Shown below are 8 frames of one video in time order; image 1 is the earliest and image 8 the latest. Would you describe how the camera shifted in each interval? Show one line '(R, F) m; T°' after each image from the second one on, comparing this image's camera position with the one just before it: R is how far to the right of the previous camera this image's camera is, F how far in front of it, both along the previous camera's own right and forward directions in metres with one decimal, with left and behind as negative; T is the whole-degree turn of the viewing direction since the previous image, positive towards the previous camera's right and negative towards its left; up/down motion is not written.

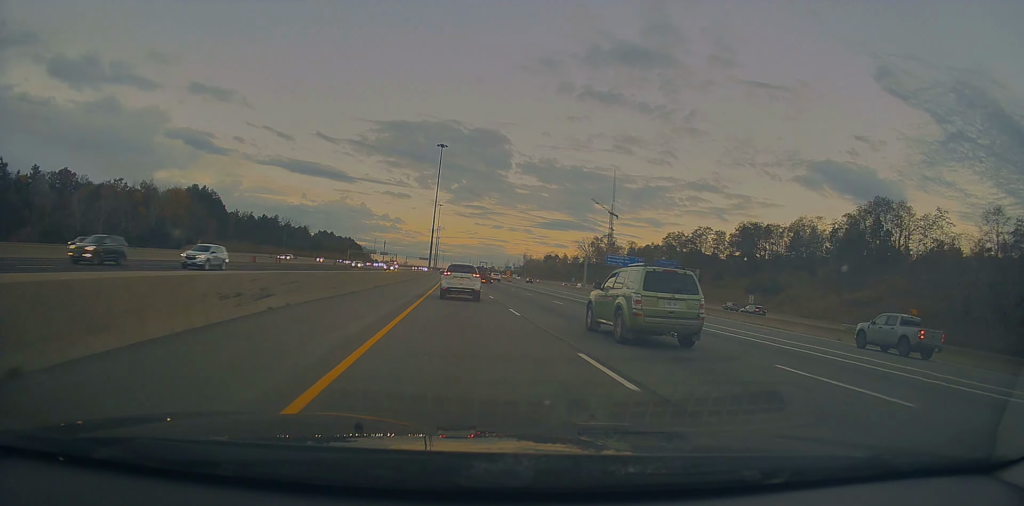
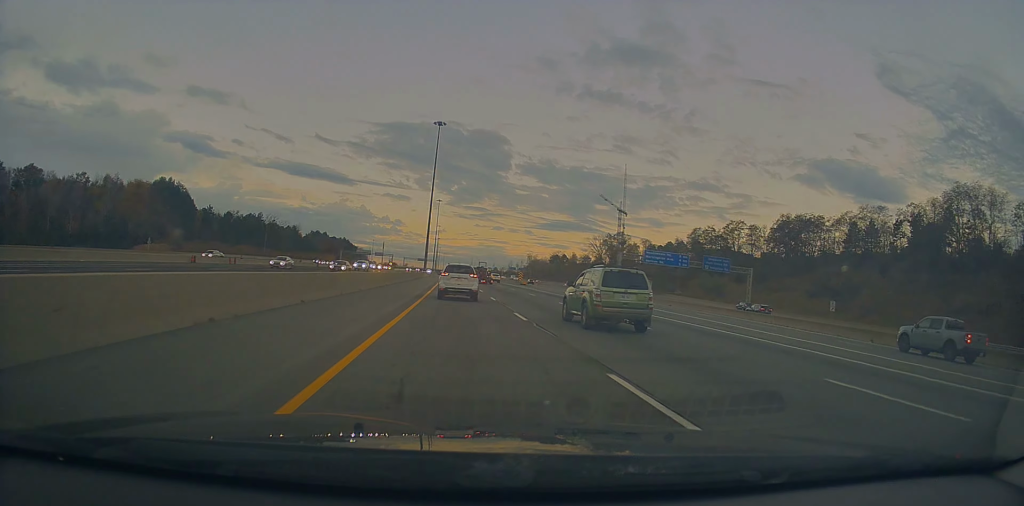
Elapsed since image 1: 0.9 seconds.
(0.0, +26.1) m; 0°
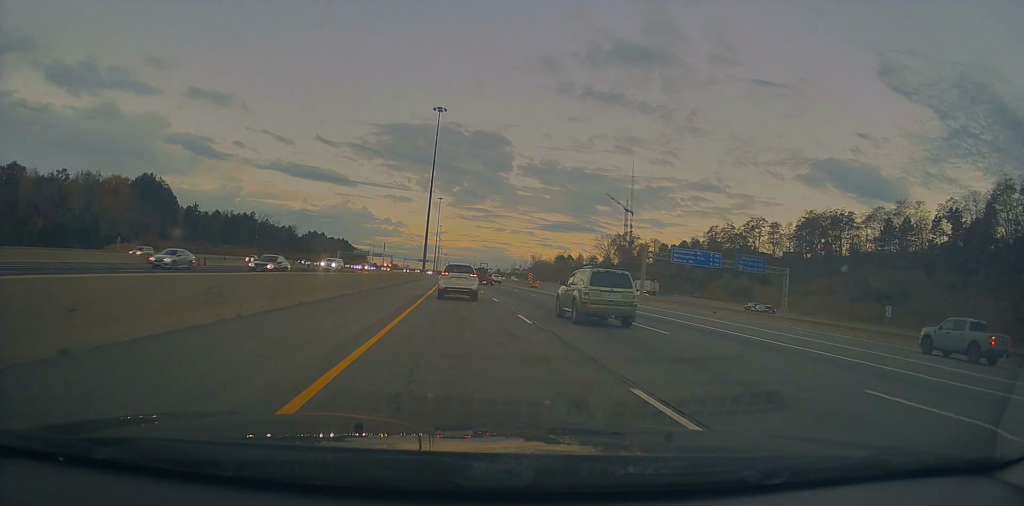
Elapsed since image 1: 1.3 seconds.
(0.0, +13.1) m; 0°
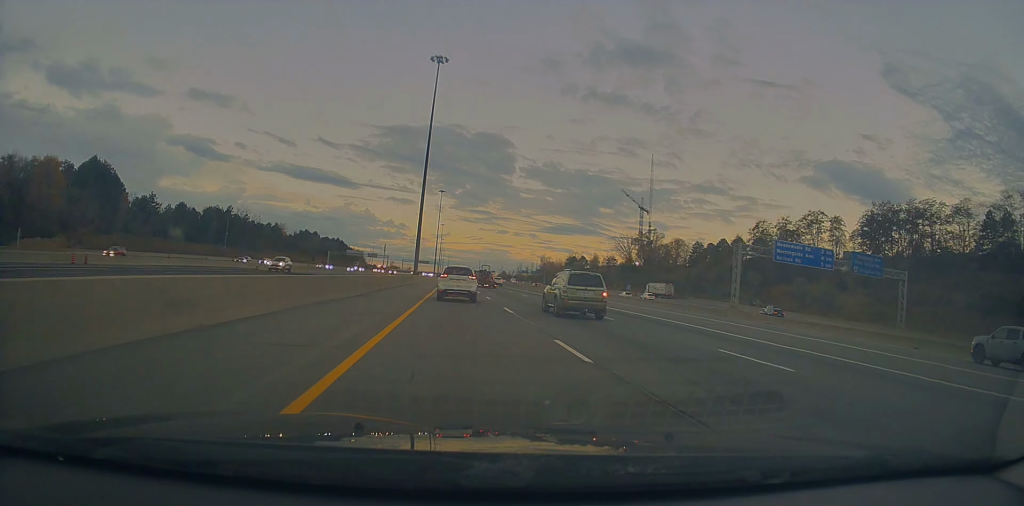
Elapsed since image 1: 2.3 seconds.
(-0.1, +31.1) m; 0°
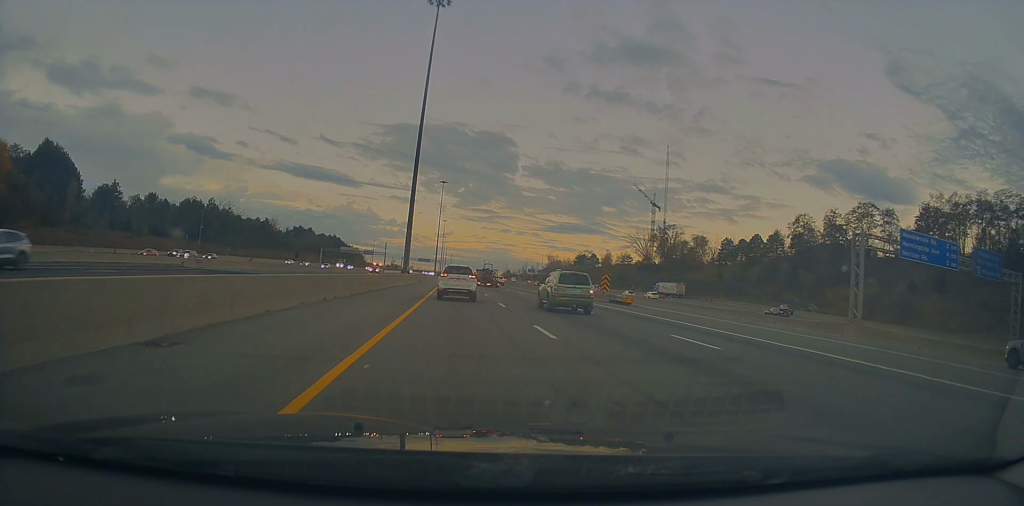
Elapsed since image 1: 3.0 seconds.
(0.0, +21.0) m; 0°
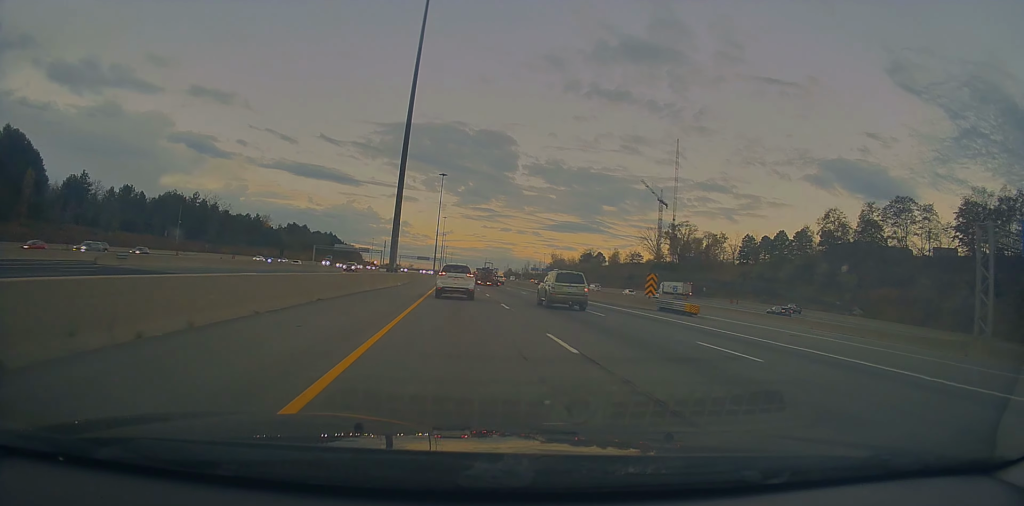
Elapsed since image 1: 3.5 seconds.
(-0.1, +14.0) m; 0°
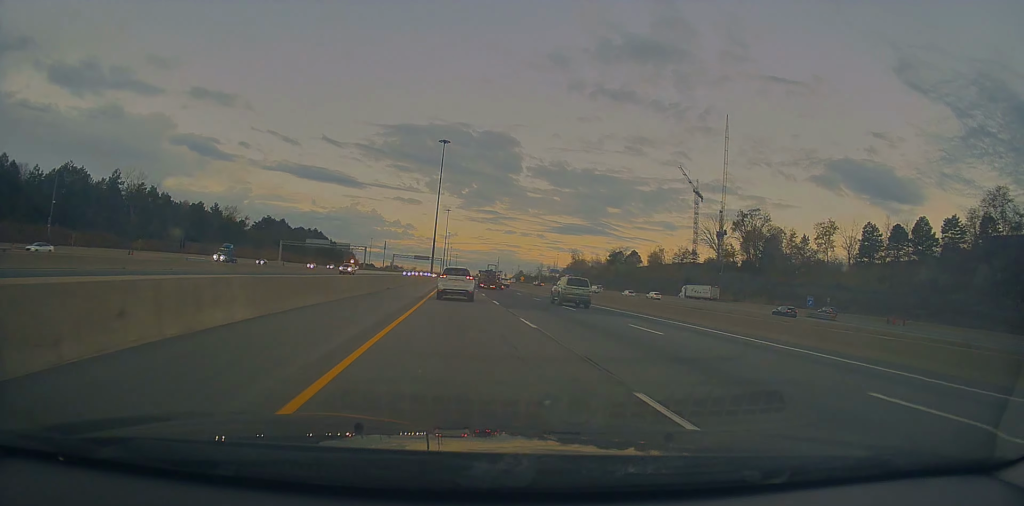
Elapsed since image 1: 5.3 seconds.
(+0.4, +54.8) m; 0°
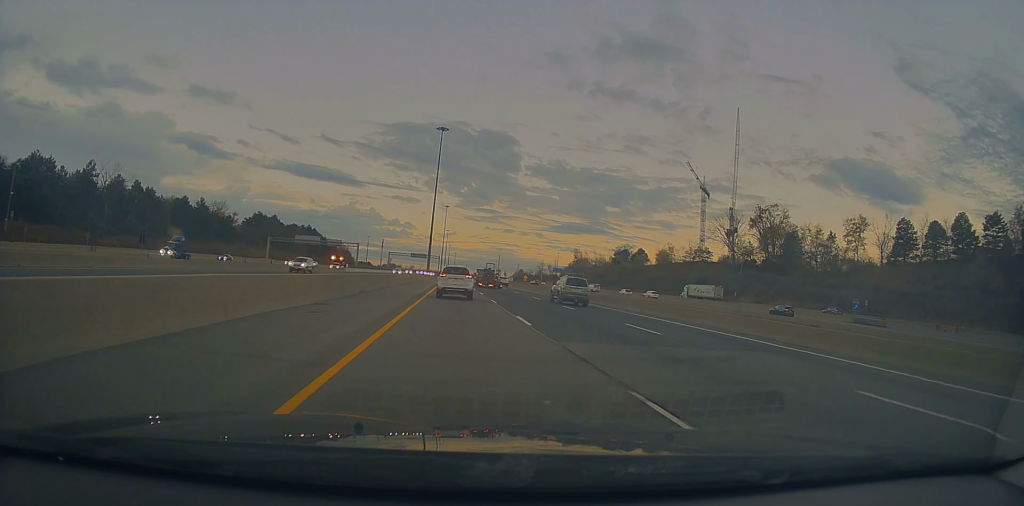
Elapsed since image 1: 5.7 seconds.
(-0.4, +12.0) m; -1°
